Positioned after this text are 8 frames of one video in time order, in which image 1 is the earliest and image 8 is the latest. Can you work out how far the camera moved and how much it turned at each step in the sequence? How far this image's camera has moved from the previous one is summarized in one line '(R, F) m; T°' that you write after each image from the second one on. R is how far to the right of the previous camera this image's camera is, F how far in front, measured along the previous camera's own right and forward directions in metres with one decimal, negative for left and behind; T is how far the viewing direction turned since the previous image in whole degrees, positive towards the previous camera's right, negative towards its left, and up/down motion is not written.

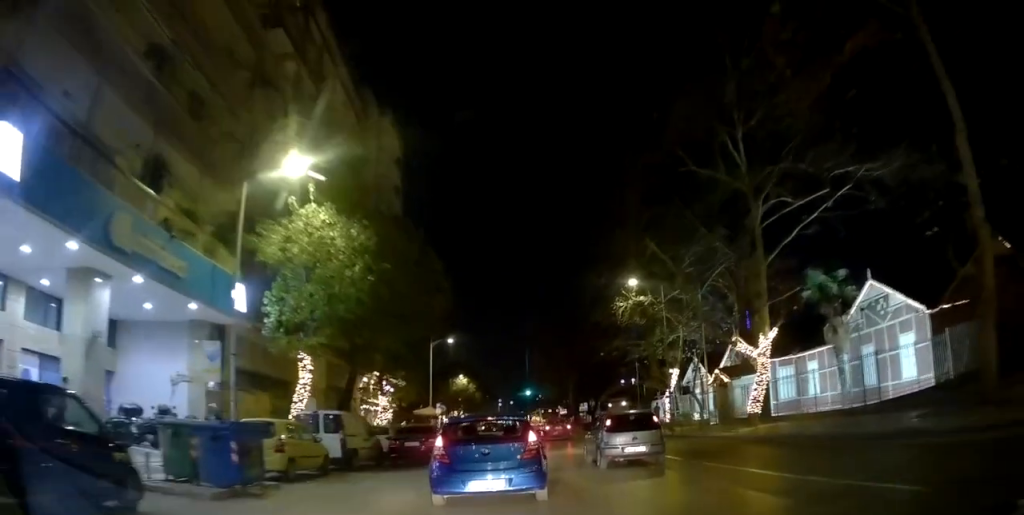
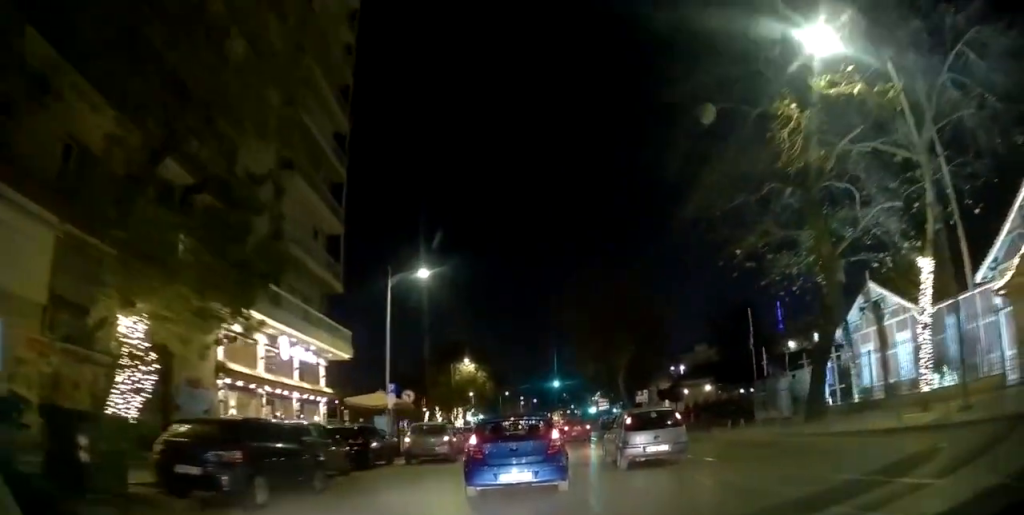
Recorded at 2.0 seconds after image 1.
(-0.9, +23.6) m; -4°
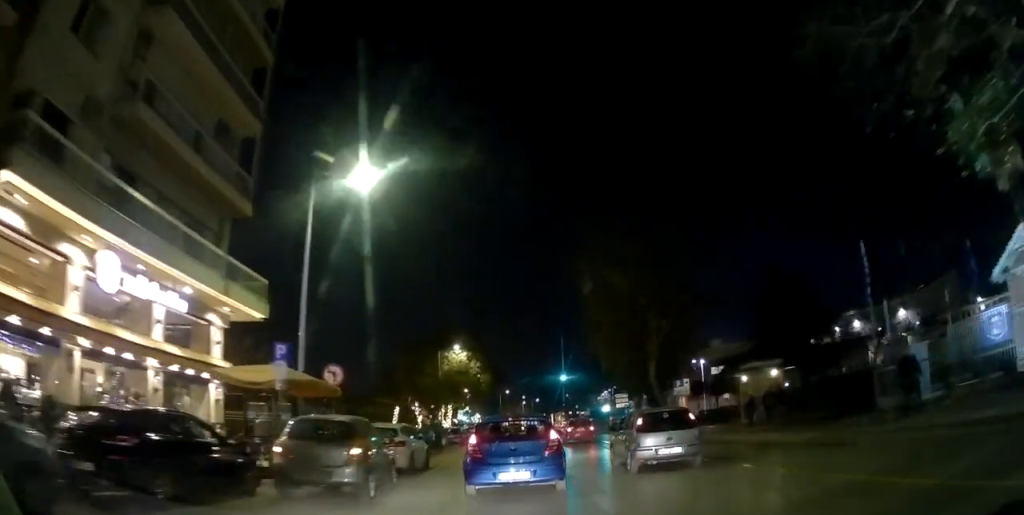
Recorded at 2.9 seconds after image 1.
(-0.1, +12.0) m; -2°
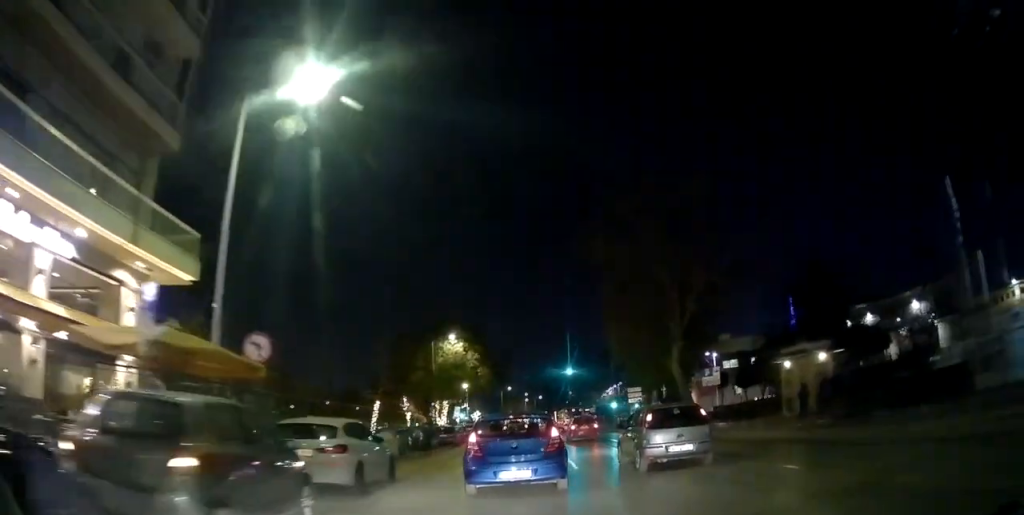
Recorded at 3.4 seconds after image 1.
(+0.1, +5.6) m; -2°
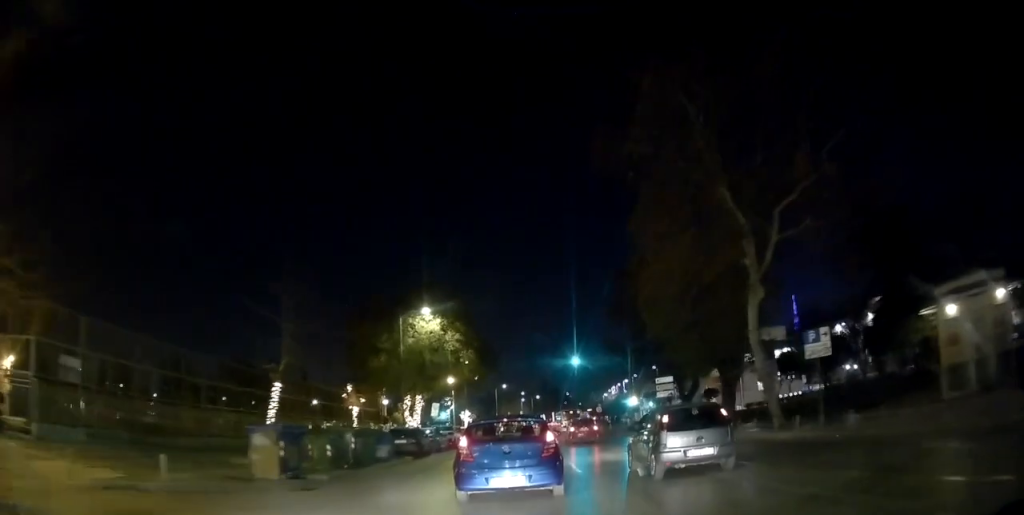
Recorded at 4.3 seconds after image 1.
(-0.7, +13.2) m; -2°
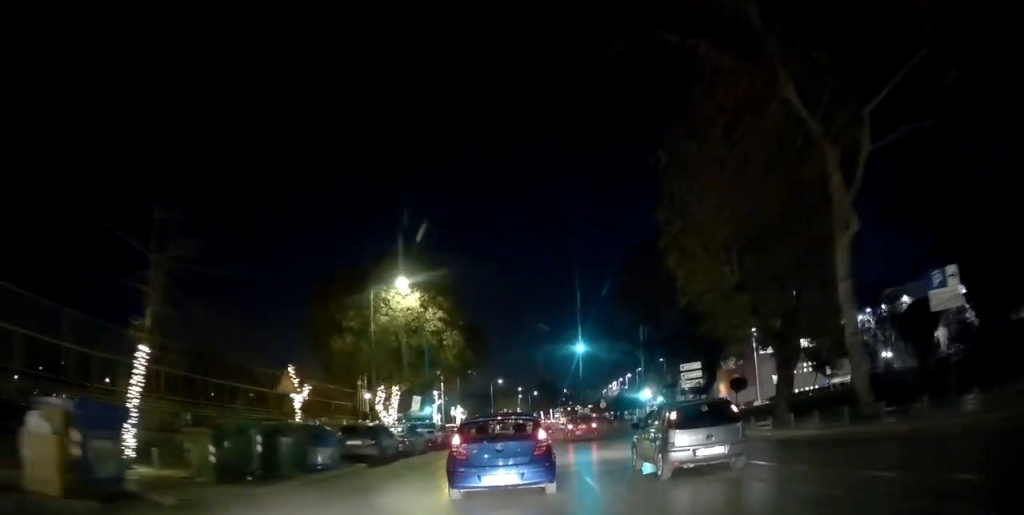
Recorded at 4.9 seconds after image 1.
(-0.1, +7.6) m; 0°
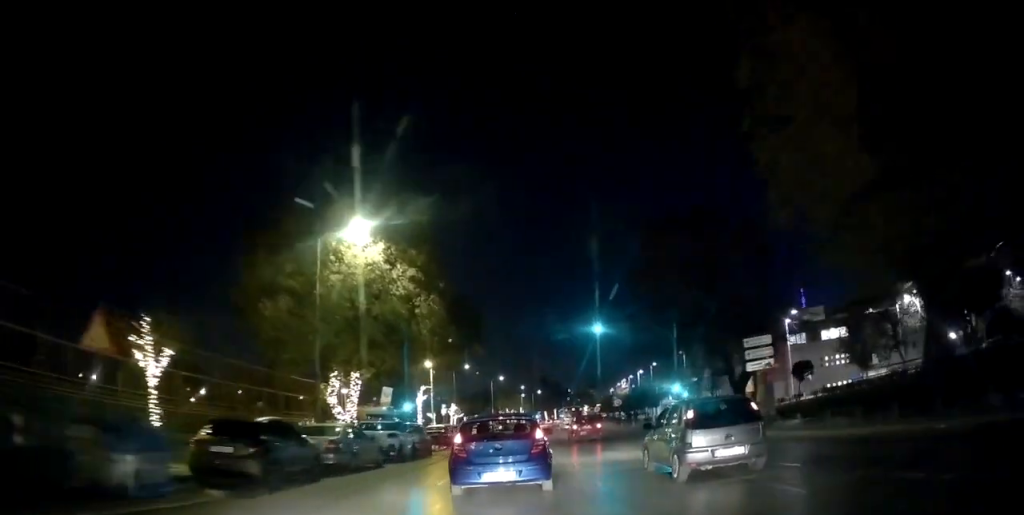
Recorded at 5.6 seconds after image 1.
(+0.3, +10.3) m; +1°
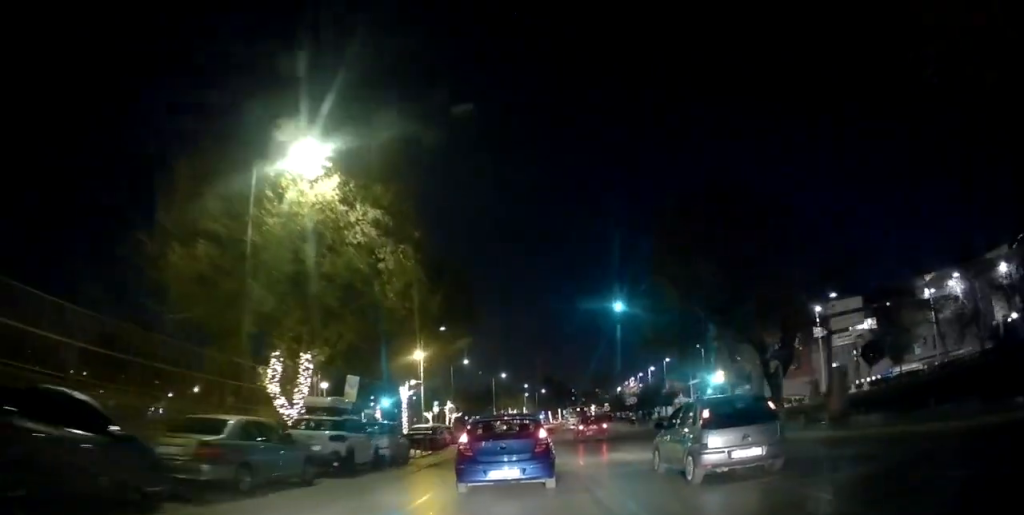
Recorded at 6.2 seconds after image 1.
(-0.1, +7.4) m; 0°
